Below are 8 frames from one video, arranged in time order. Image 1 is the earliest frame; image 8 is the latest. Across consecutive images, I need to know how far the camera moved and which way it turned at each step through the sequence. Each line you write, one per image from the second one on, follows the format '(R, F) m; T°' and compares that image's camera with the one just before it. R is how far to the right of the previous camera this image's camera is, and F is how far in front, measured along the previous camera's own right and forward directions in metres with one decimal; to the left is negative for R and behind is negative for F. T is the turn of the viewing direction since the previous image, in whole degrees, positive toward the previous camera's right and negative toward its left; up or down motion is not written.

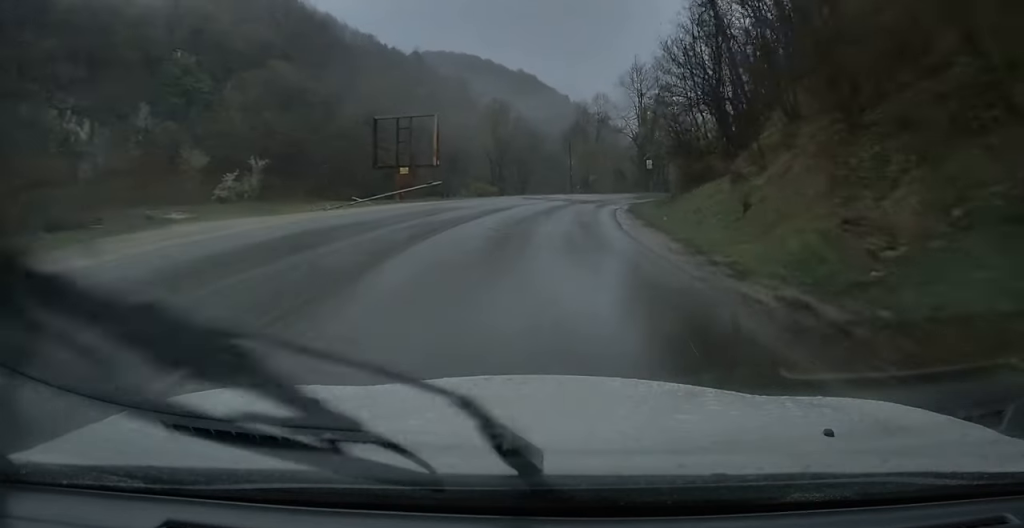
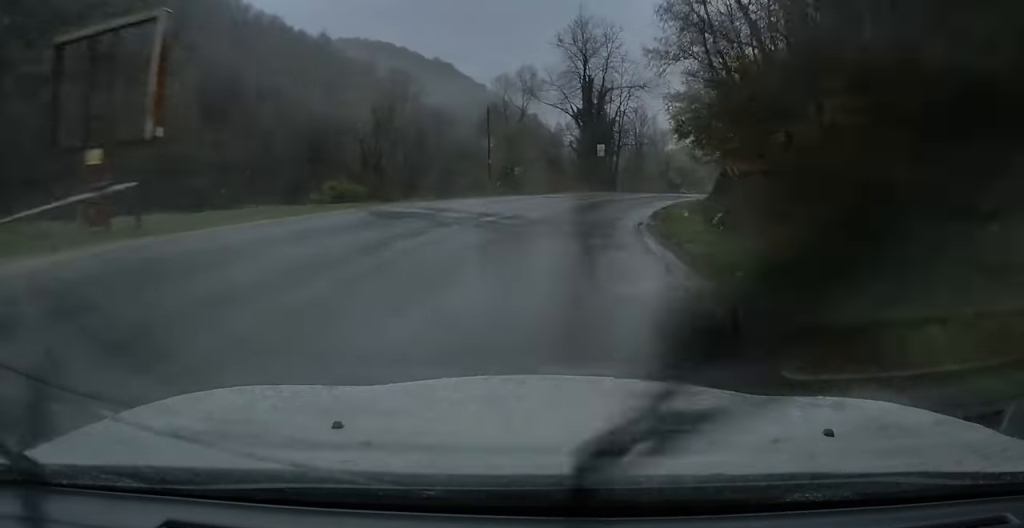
(+1.7, +23.8) m; +10°
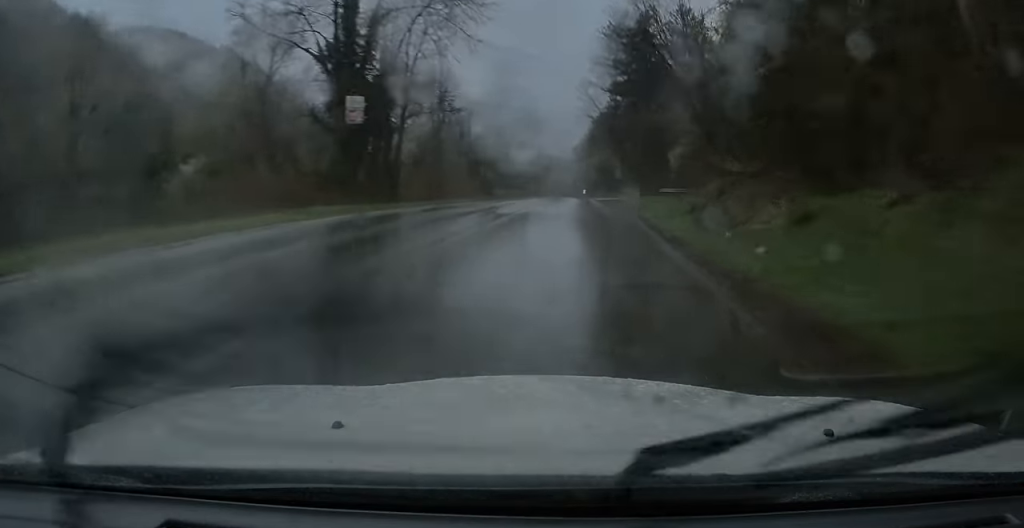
(+5.0, +31.5) m; +16°
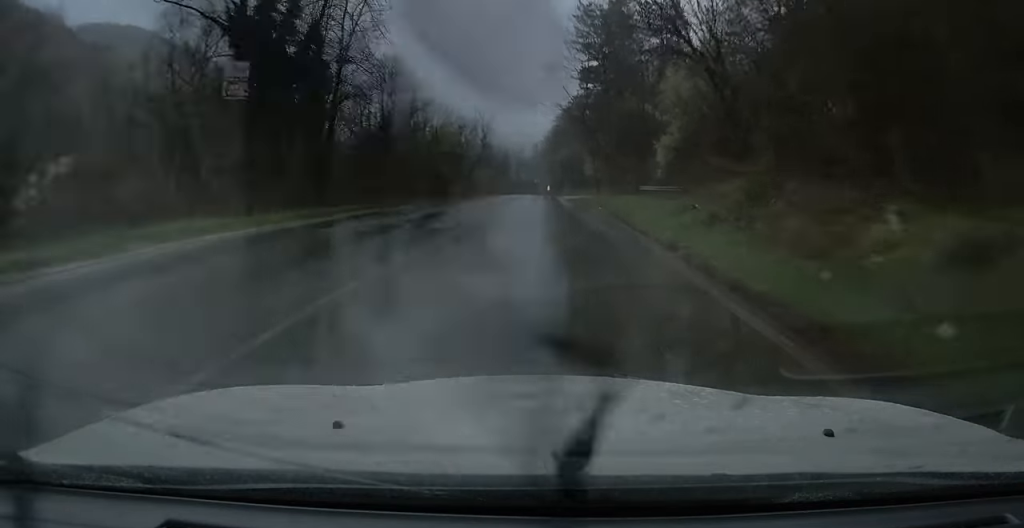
(+0.2, +7.3) m; +2°
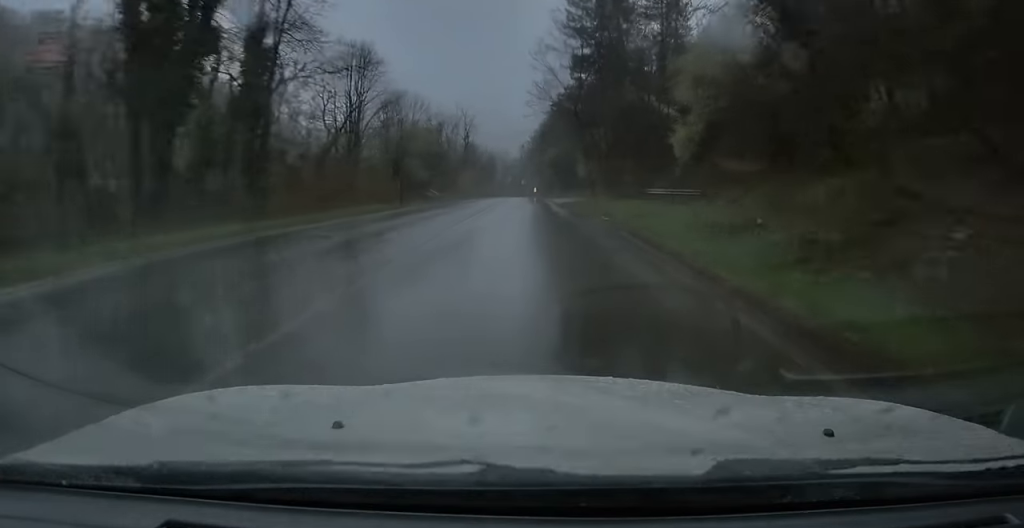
(+0.1, +7.3) m; 0°
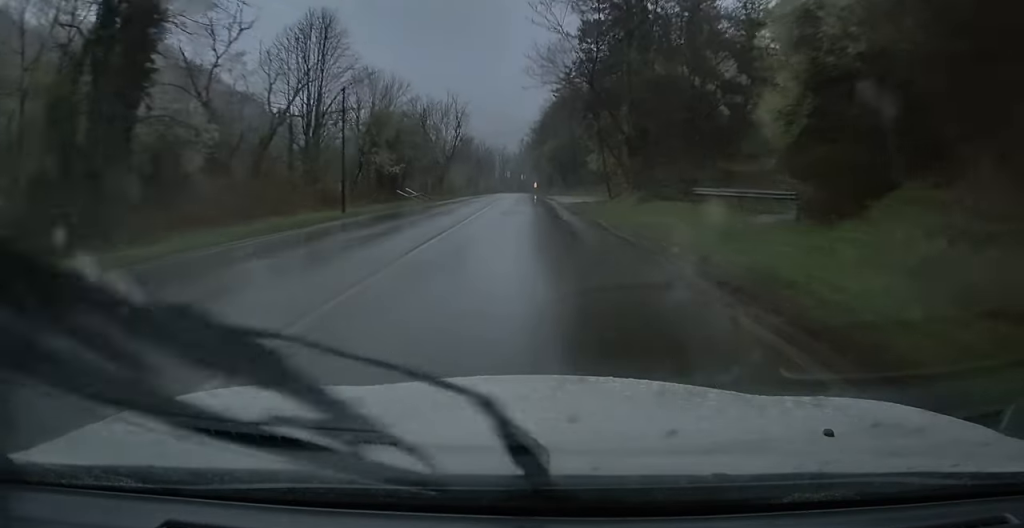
(0.0, +11.3) m; -1°
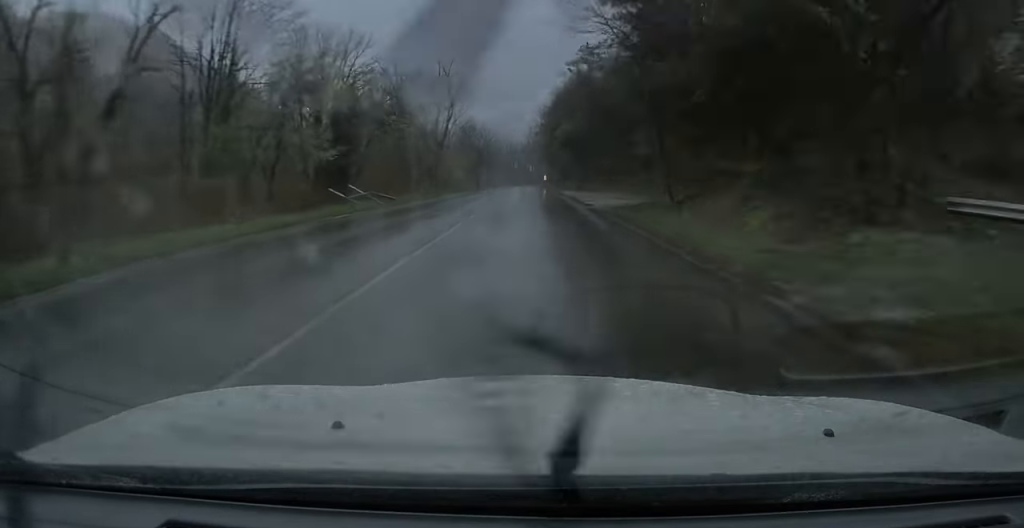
(-0.3, +16.5) m; -2°
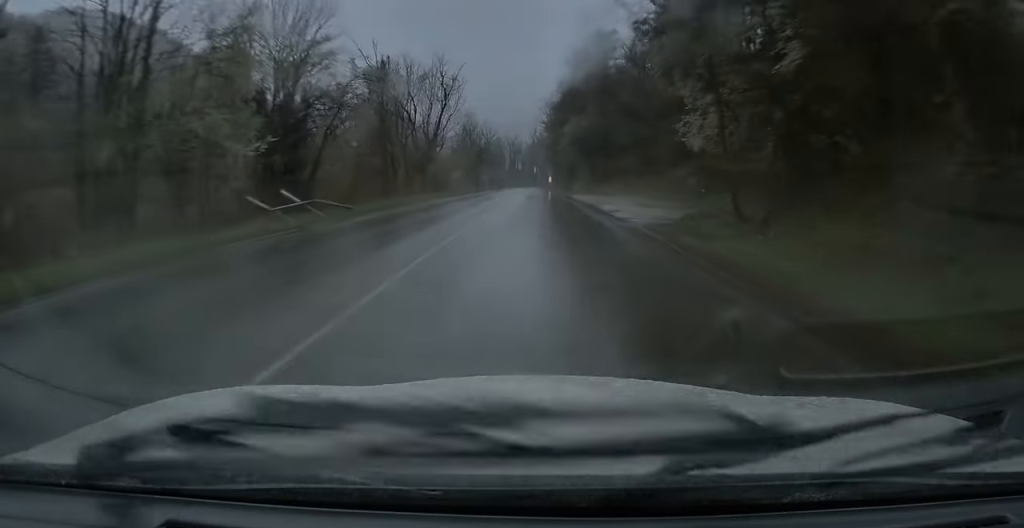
(-0.1, +8.6) m; 0°
